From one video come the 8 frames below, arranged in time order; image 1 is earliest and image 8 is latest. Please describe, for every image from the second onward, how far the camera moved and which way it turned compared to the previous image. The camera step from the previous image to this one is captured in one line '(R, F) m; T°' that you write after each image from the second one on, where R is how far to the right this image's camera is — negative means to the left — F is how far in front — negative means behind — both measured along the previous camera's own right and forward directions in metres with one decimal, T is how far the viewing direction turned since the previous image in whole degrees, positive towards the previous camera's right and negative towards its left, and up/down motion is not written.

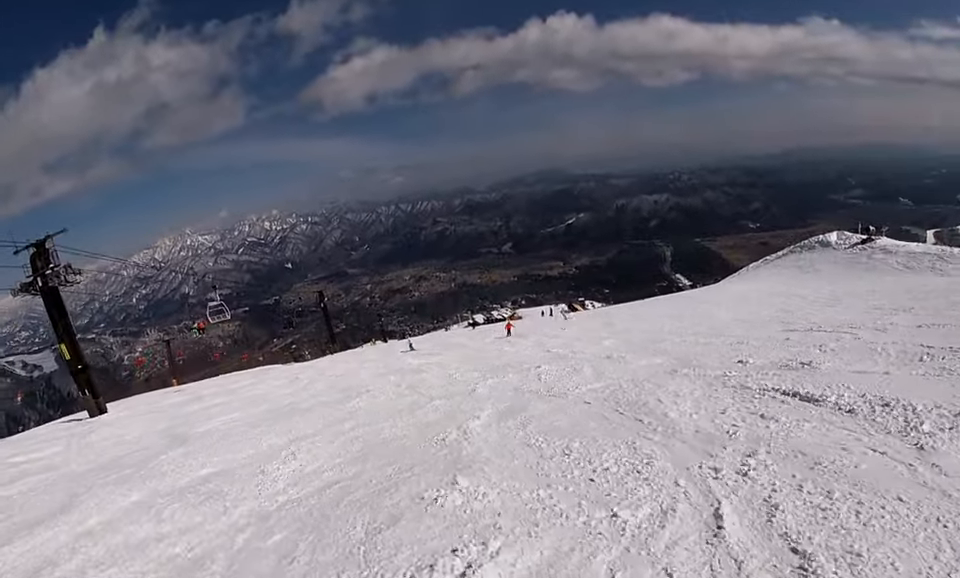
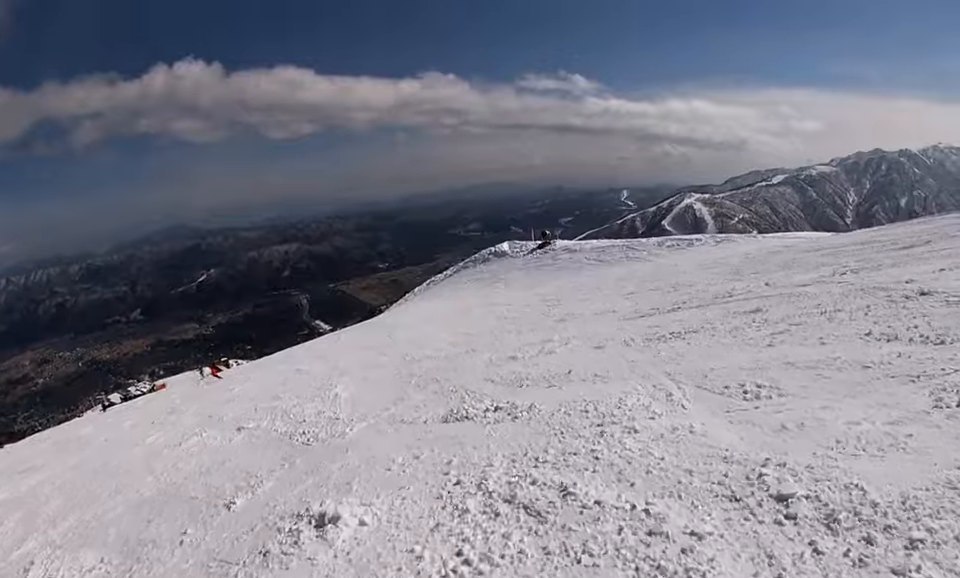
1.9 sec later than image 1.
(+5.4, +12.0) m; +36°
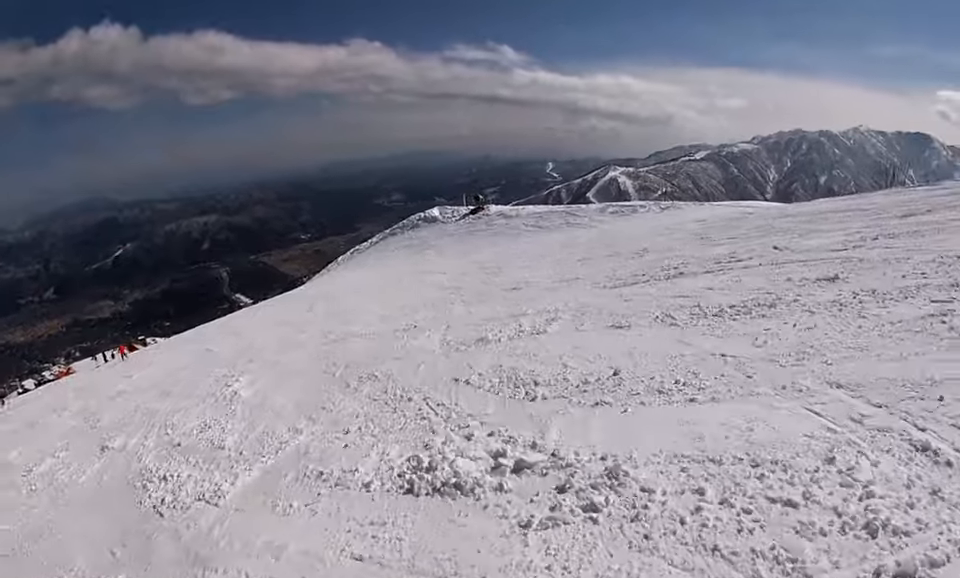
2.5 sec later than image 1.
(0.0, +4.1) m; +4°
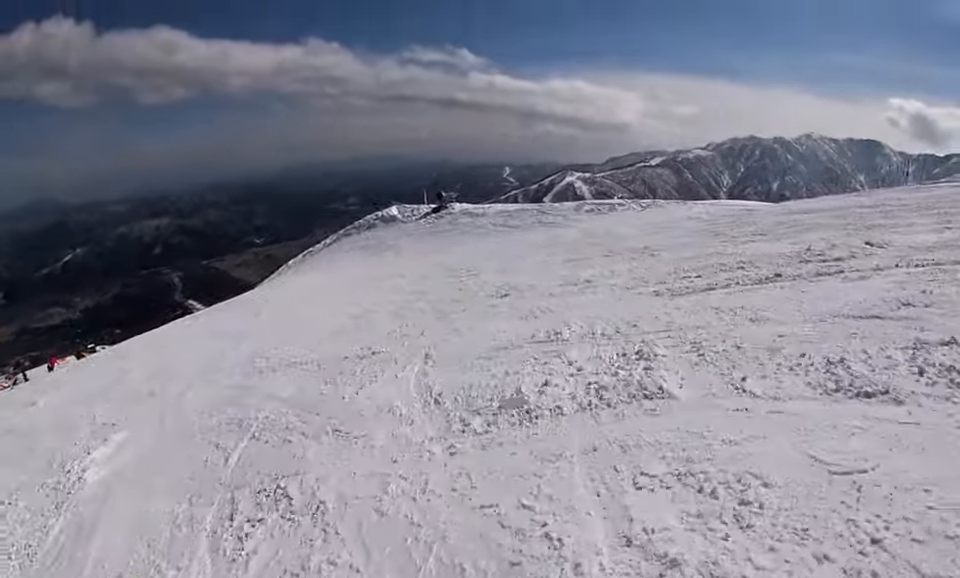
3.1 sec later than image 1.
(+0.5, +5.0) m; -5°
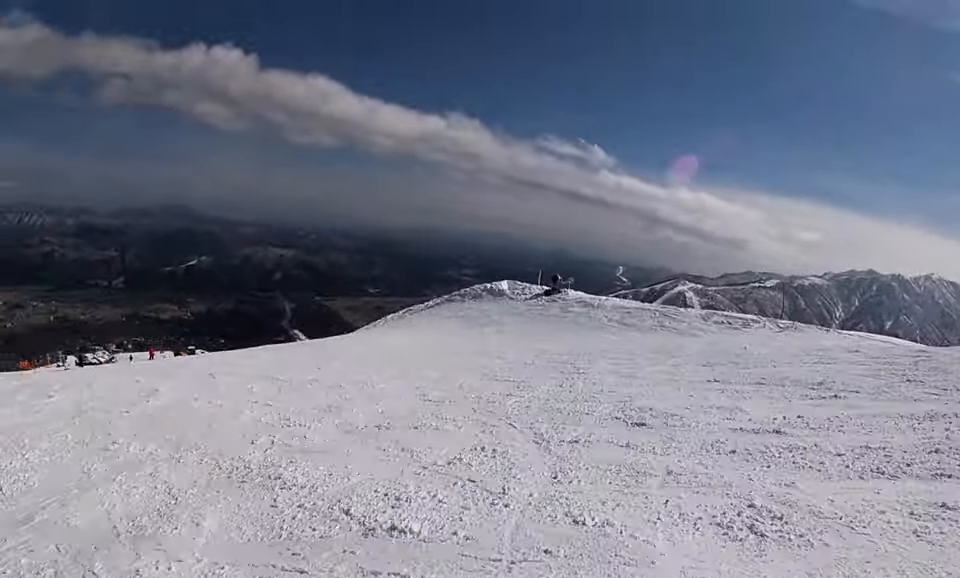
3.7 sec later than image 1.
(-0.2, +5.2) m; -11°
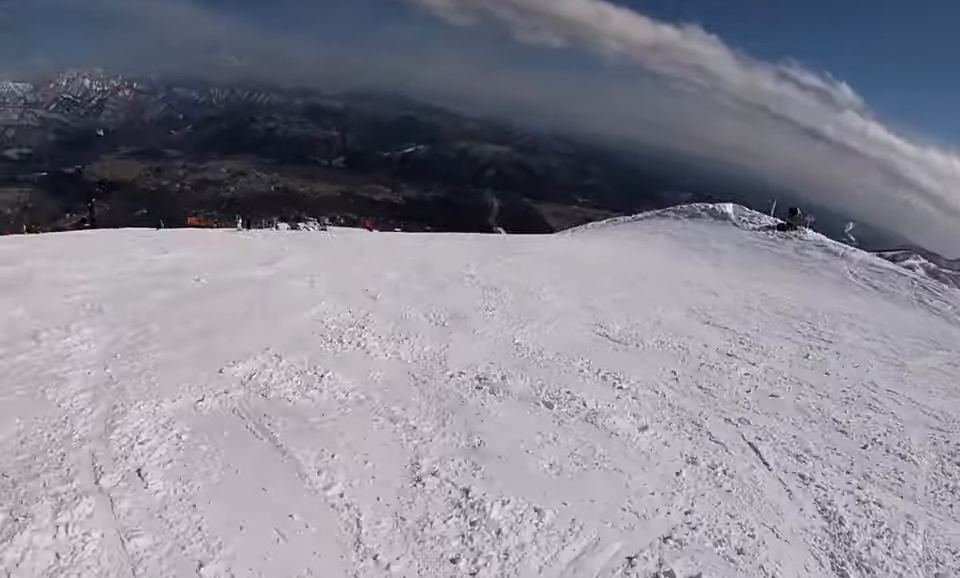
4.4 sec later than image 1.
(-0.4, +5.3) m; -17°
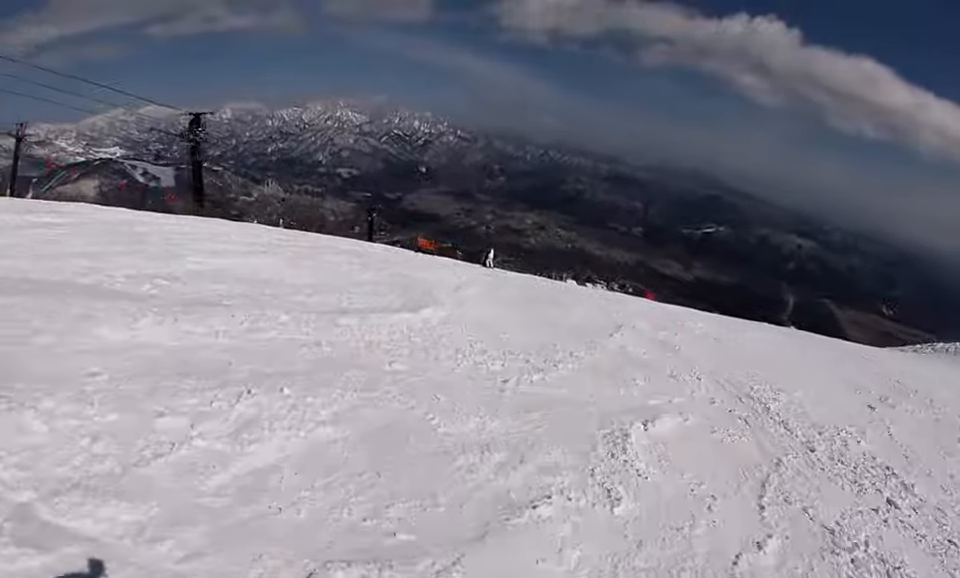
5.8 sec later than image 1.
(-2.4, +11.9) m; -11°
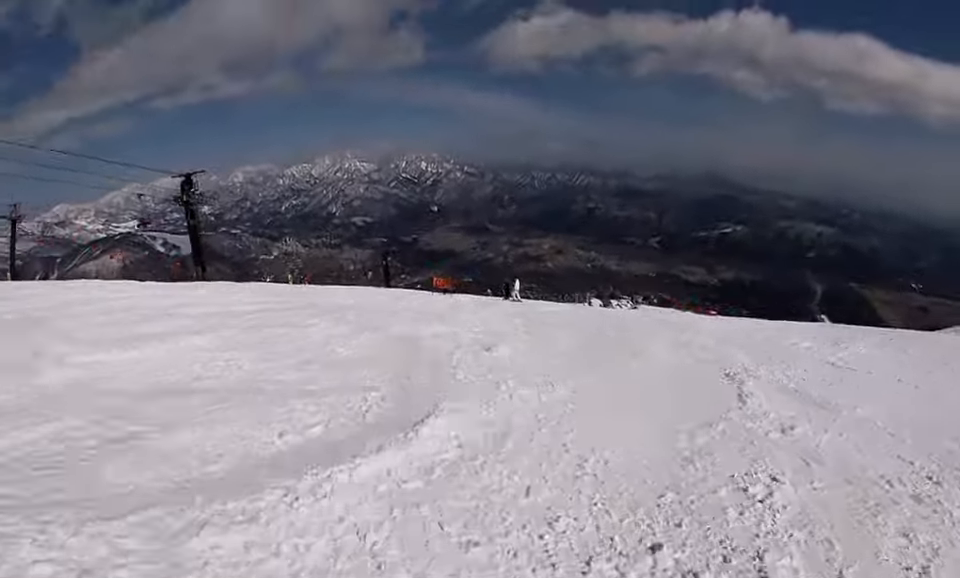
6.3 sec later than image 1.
(0.0, +4.1) m; 0°
